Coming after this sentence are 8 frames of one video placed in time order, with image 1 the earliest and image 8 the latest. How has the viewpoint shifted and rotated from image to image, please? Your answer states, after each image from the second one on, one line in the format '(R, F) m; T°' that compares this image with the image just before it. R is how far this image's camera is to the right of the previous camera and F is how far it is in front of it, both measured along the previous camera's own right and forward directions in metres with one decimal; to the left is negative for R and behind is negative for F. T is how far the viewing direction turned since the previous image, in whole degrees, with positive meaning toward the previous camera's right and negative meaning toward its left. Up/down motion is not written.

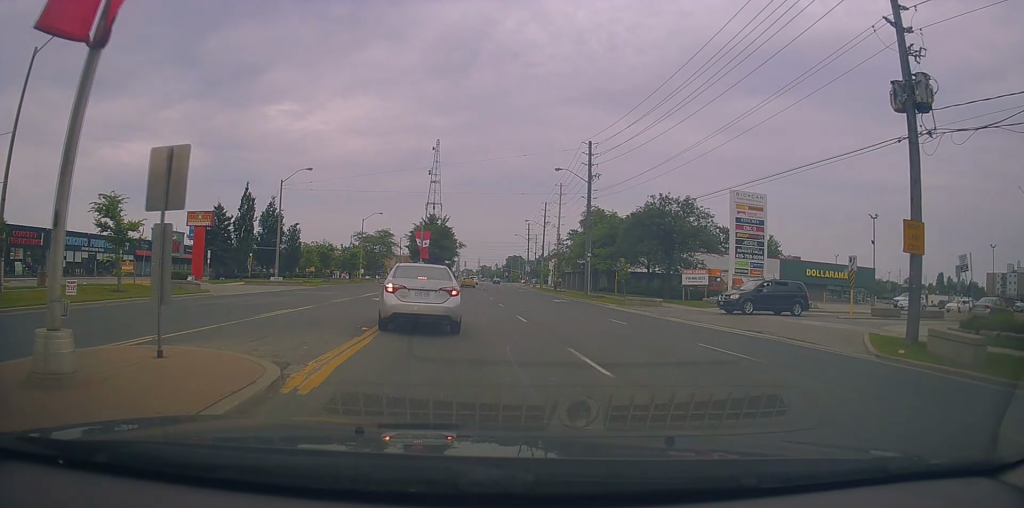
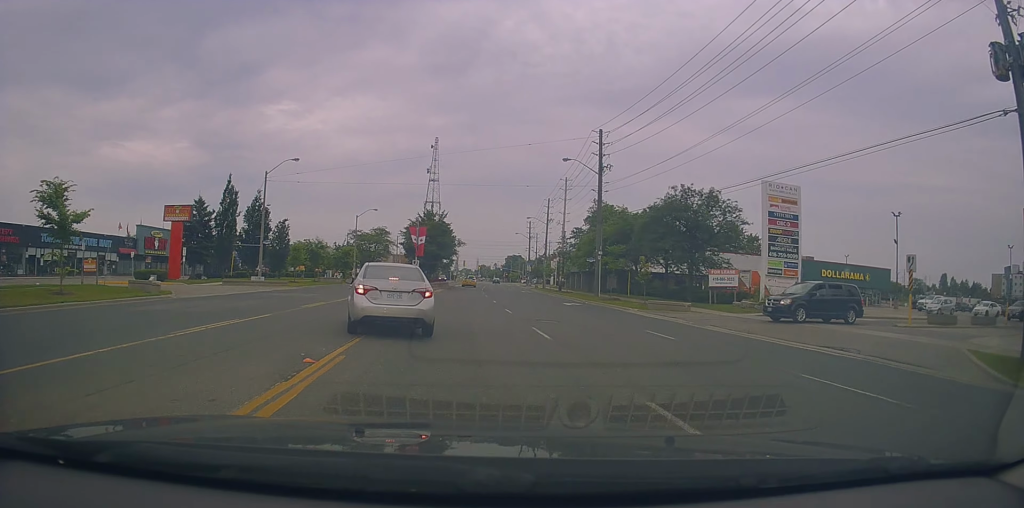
(0.0, +4.8) m; 0°
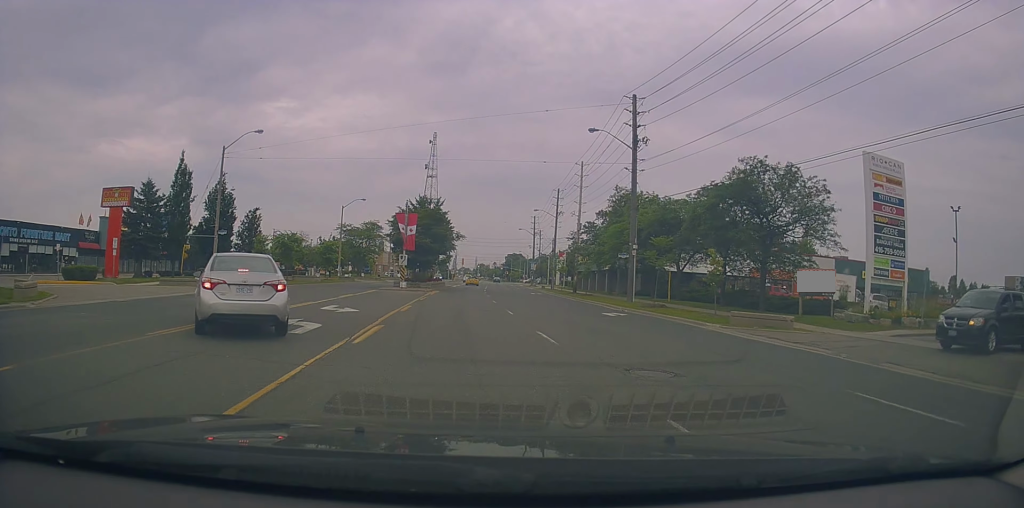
(0.0, +10.6) m; +2°
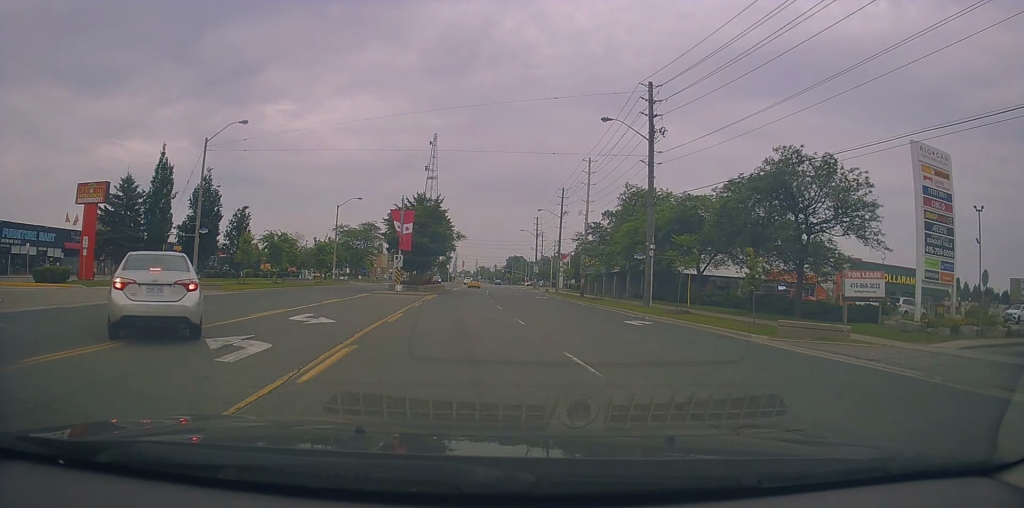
(-0.1, +3.6) m; +1°
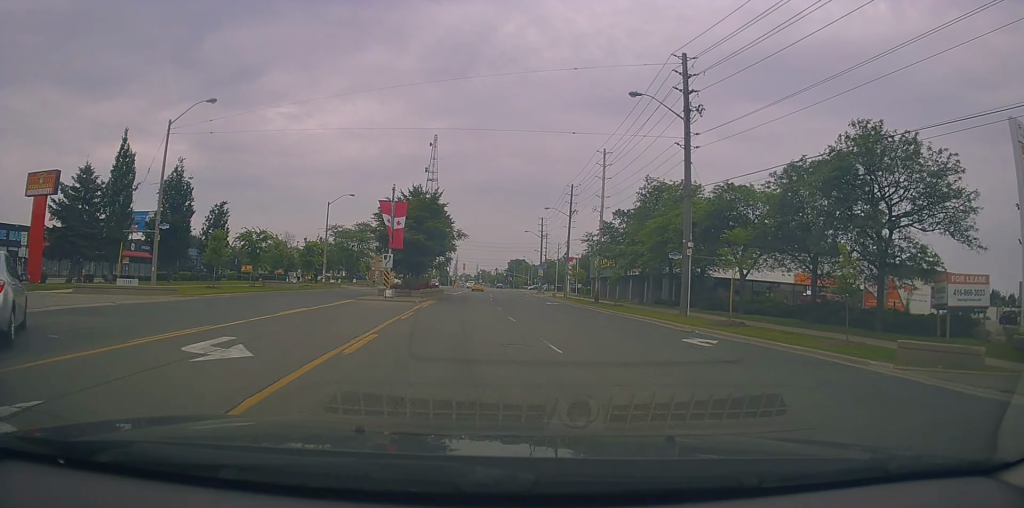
(+0.3, +5.8) m; -2°
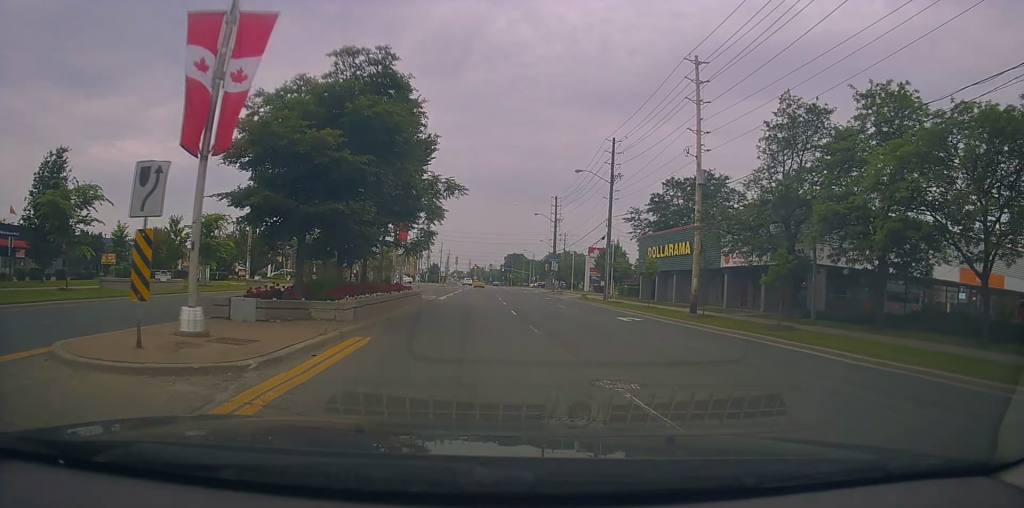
(+0.1, +21.7) m; +4°
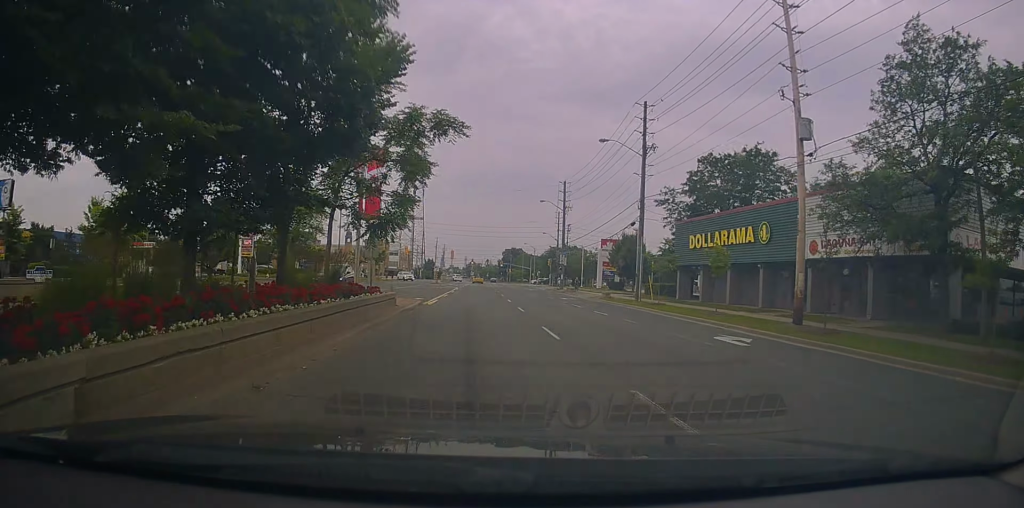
(0.0, +9.9) m; -2°
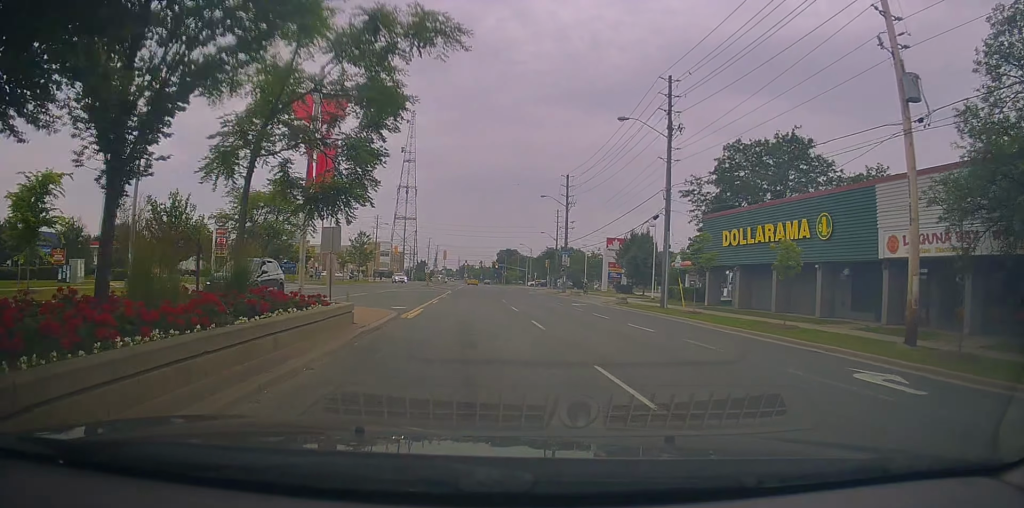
(-0.2, +6.2) m; 0°
